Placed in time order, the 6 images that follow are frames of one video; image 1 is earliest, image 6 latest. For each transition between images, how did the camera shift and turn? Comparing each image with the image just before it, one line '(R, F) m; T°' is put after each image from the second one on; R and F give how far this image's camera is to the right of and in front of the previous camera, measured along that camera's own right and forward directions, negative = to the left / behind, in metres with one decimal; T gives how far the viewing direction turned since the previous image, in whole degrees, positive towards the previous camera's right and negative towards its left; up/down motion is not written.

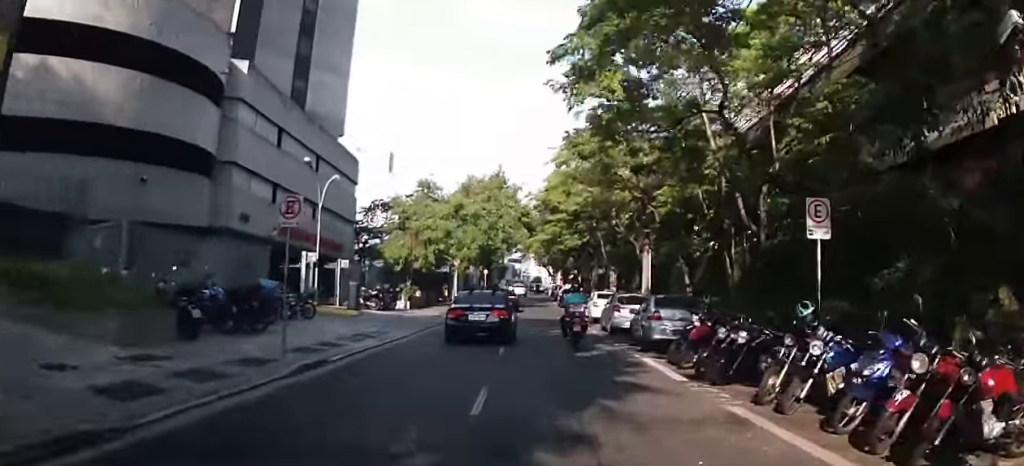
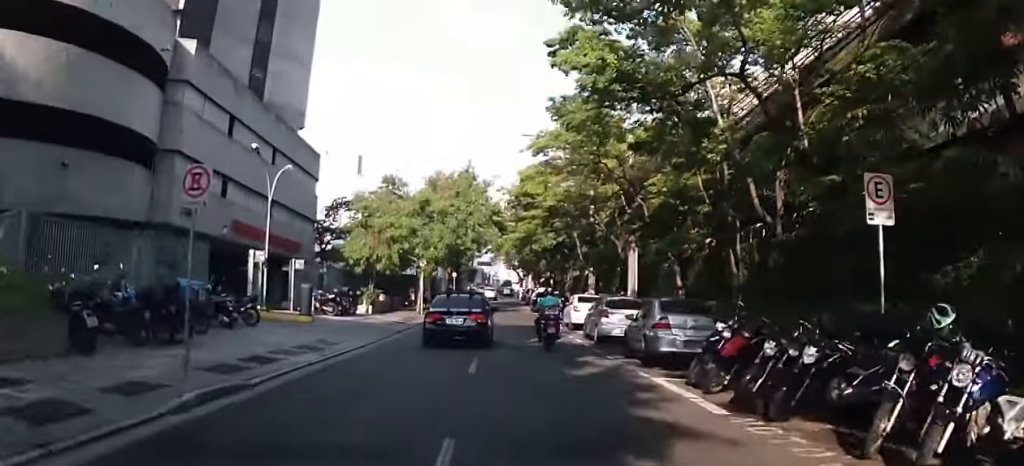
(0.0, +2.9) m; +6°
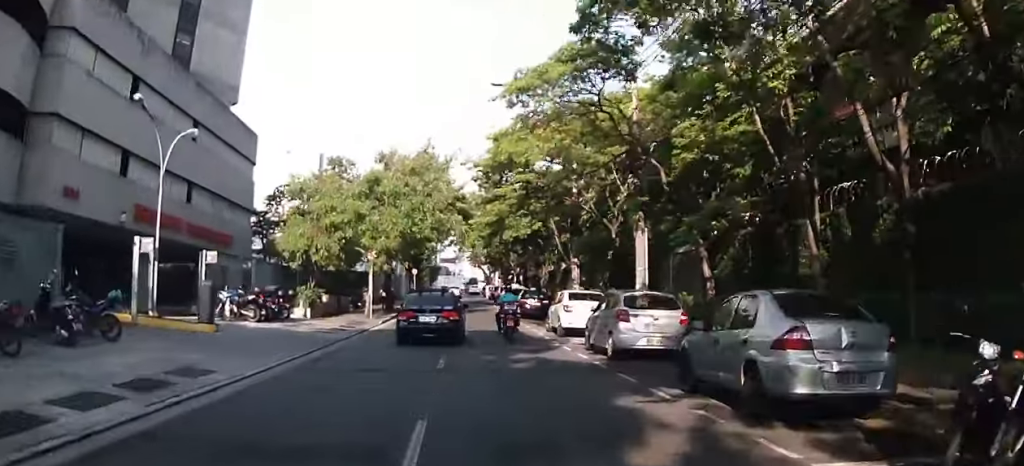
(+0.7, +7.0) m; +7°
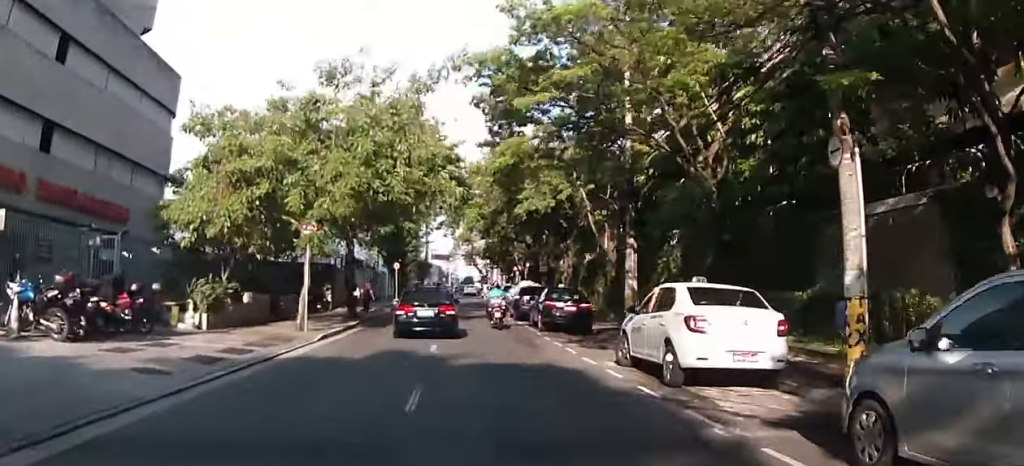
(+0.5, +13.0) m; +2°
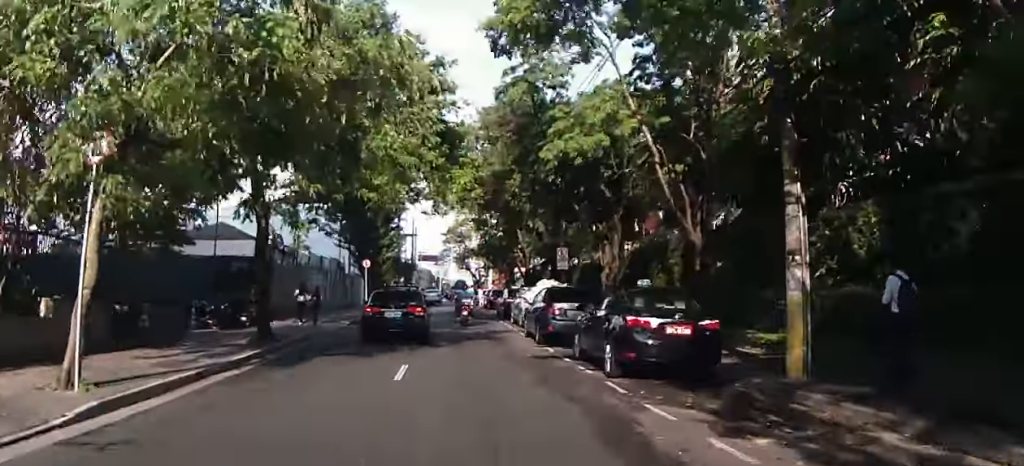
(-0.3, +11.6) m; 0°
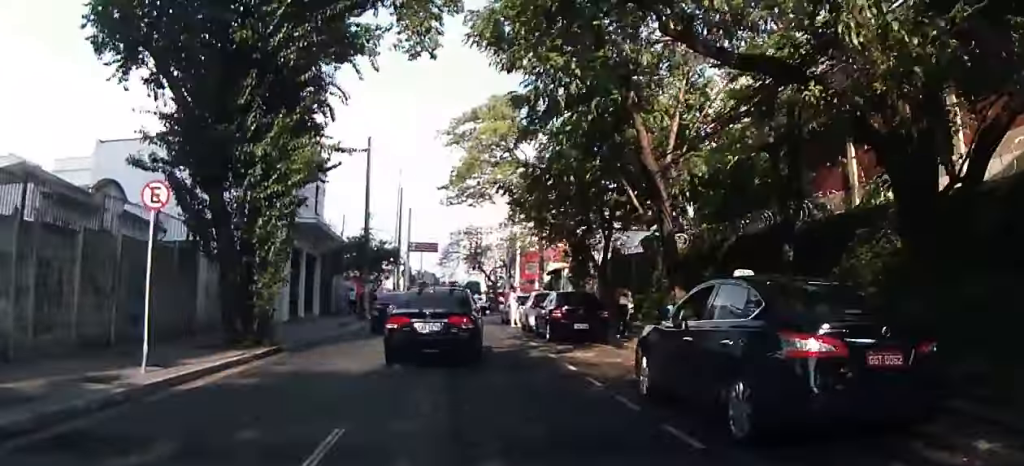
(-0.6, +27.1) m; -5°
